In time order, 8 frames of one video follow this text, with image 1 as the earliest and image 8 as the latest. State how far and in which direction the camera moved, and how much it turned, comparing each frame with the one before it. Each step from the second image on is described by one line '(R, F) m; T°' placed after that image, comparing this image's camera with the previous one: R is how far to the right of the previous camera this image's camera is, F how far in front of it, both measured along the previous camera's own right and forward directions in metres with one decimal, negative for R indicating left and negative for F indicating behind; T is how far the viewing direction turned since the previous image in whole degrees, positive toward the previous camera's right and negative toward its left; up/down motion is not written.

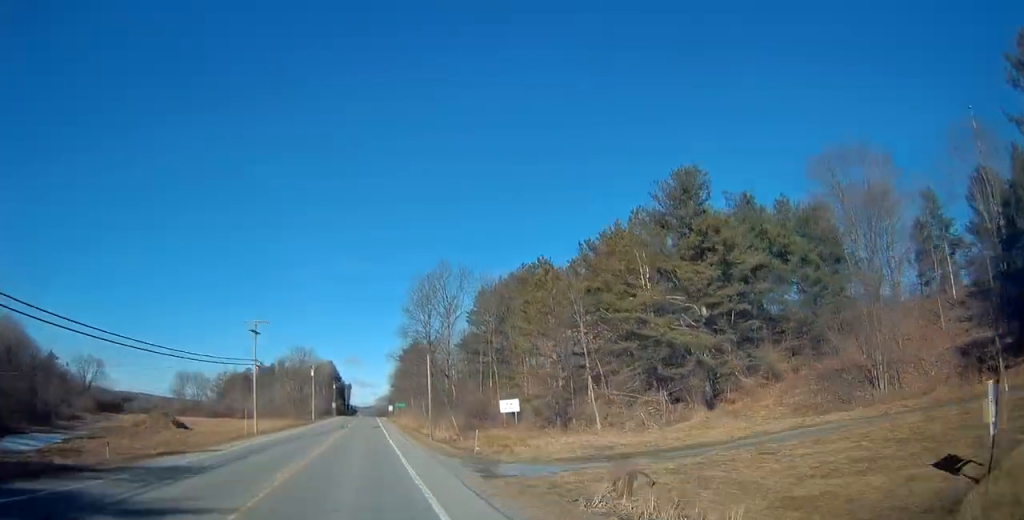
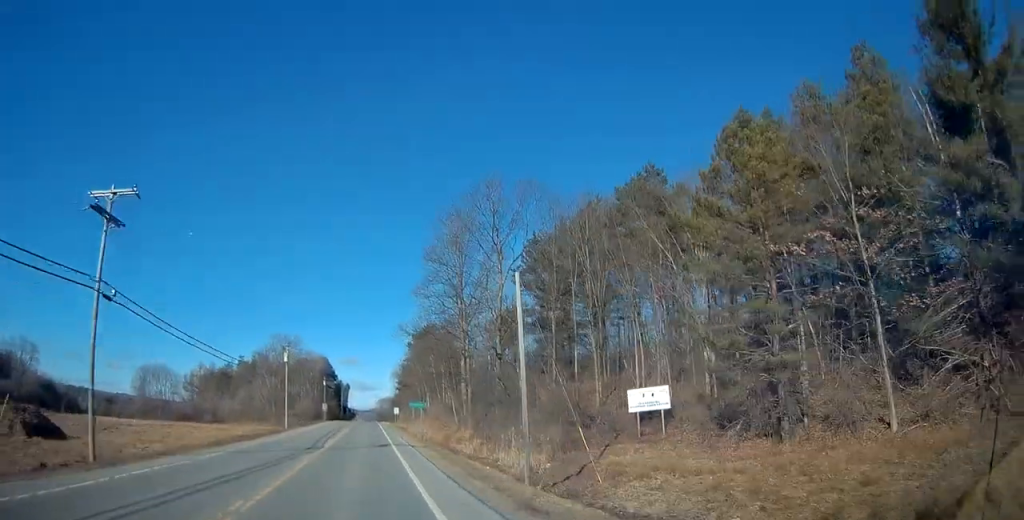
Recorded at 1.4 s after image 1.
(0.0, +31.6) m; -1°
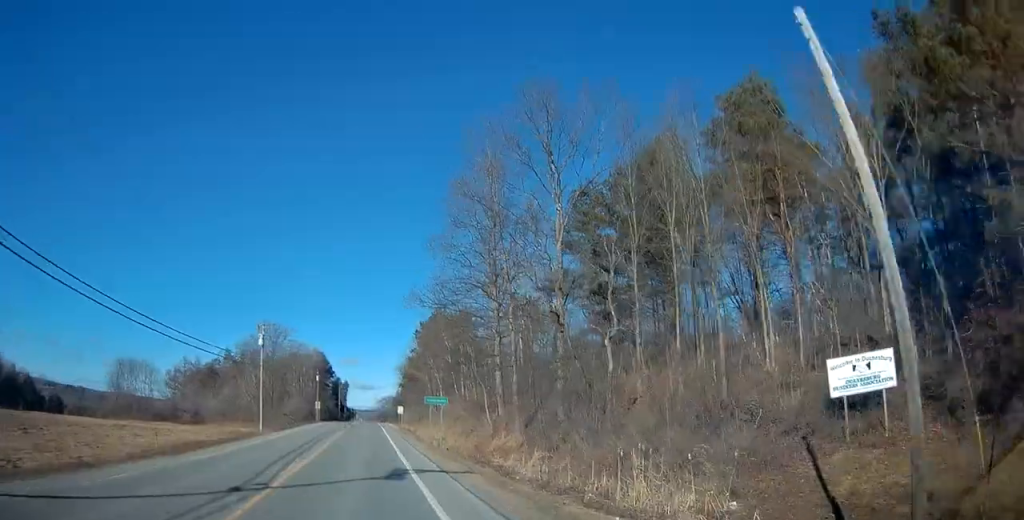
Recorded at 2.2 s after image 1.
(-0.3, +15.8) m; 0°
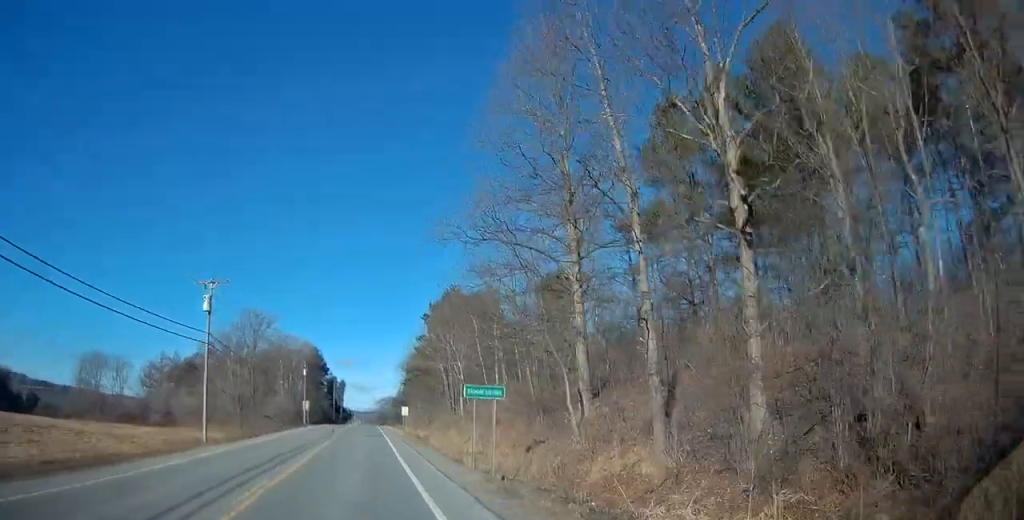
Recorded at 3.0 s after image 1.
(+0.2, +17.6) m; +1°
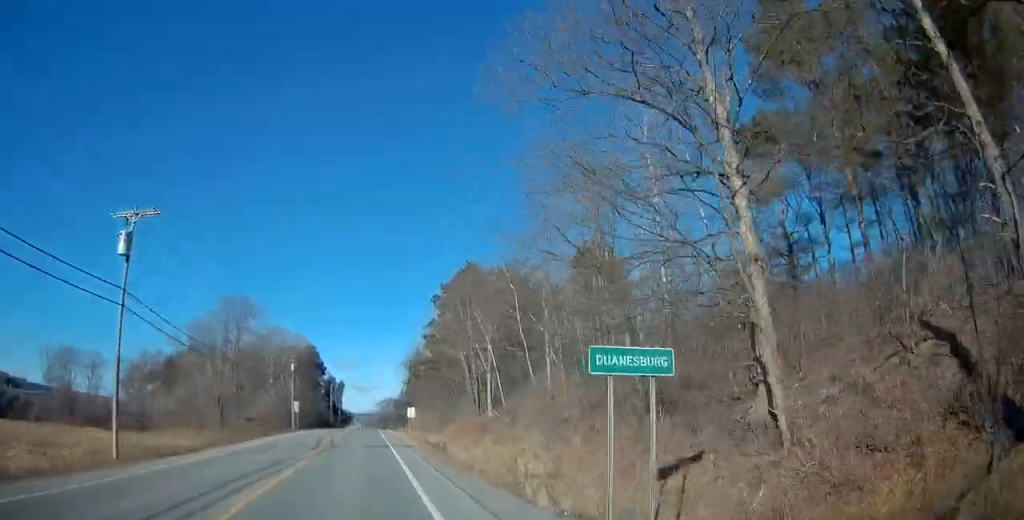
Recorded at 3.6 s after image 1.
(+0.1, +13.1) m; +1°
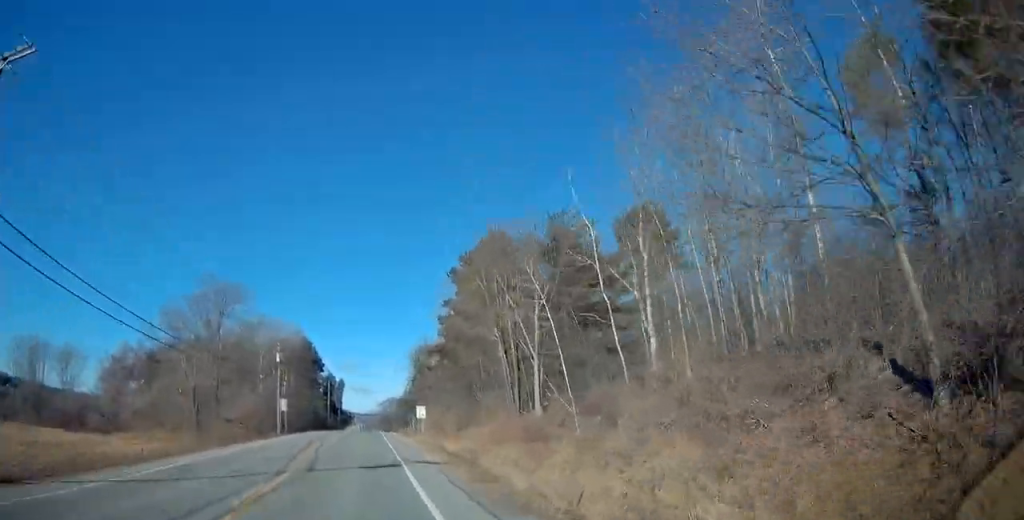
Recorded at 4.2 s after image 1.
(+0.1, +12.2) m; 0°
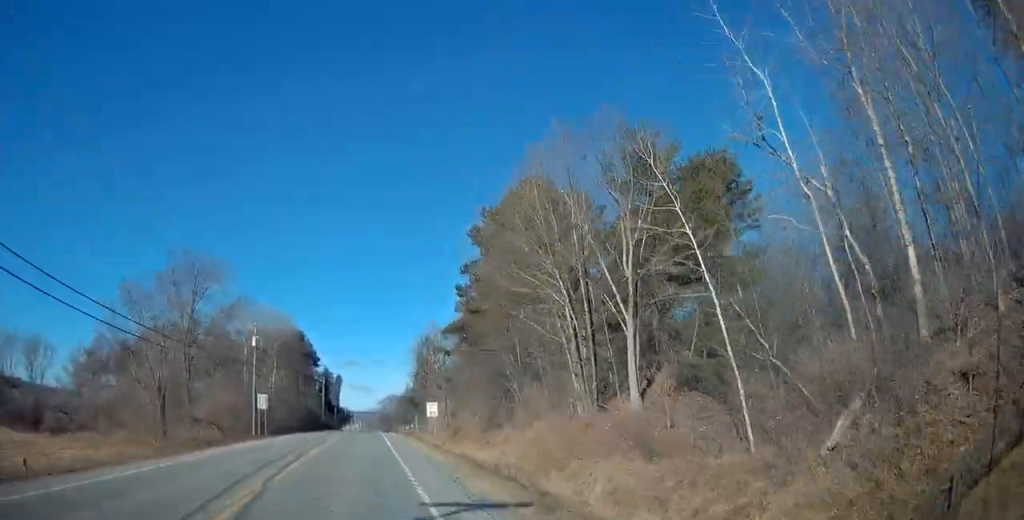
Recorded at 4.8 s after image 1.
(0.0, +11.9) m; 0°
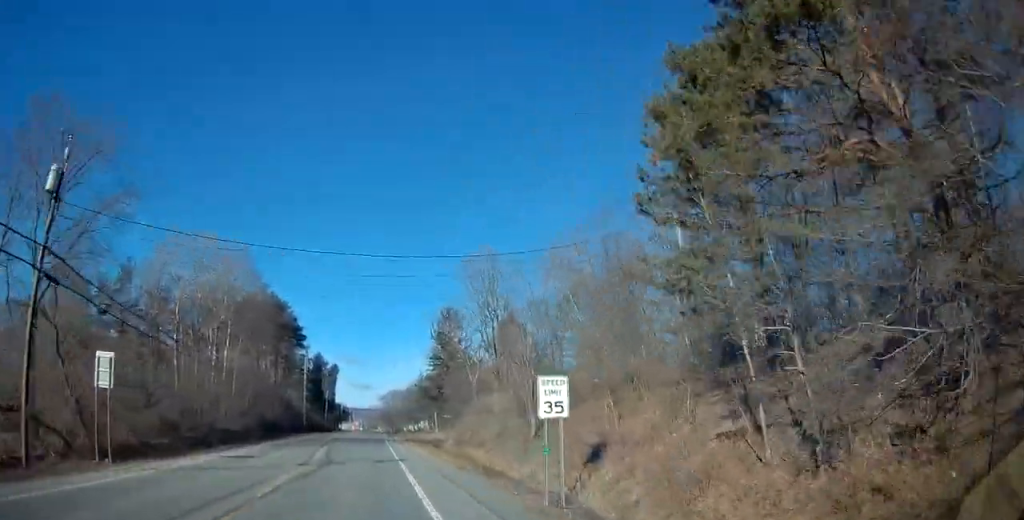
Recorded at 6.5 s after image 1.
(-0.5, +32.8) m; 0°
